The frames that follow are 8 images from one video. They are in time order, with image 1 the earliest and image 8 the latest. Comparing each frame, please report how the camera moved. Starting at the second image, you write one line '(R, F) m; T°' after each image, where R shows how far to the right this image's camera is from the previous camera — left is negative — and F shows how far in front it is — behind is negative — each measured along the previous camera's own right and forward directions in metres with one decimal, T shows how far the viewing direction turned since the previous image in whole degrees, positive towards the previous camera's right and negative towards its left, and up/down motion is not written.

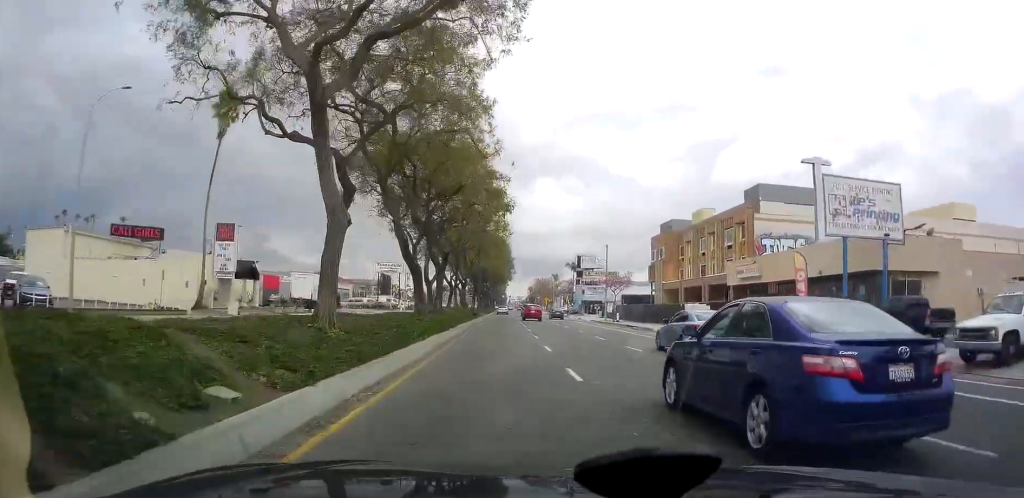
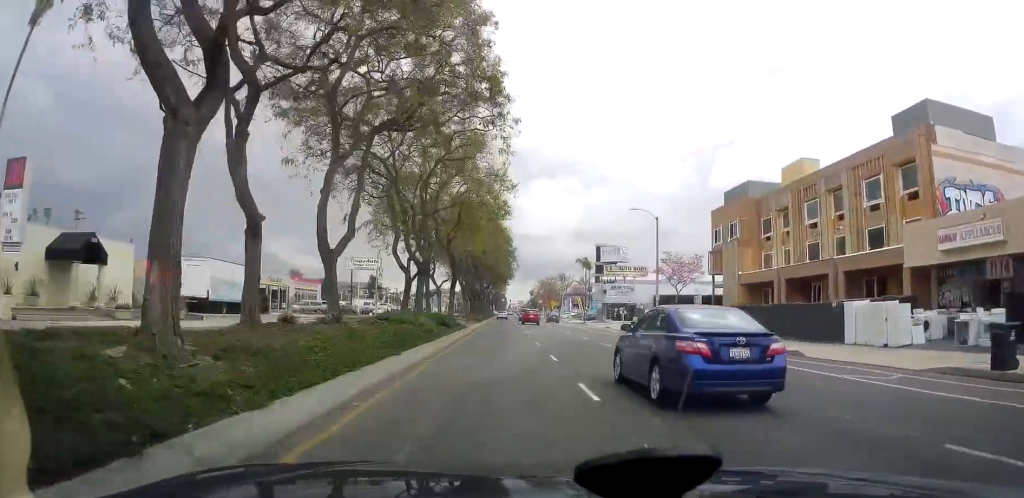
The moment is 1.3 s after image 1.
(0.0, +24.1) m; -1°
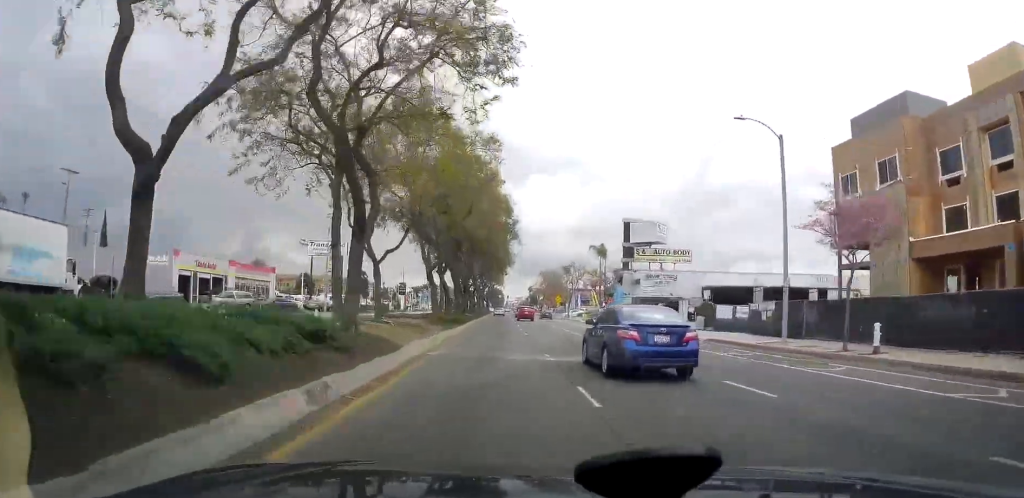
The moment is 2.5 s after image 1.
(-0.7, +23.0) m; -2°
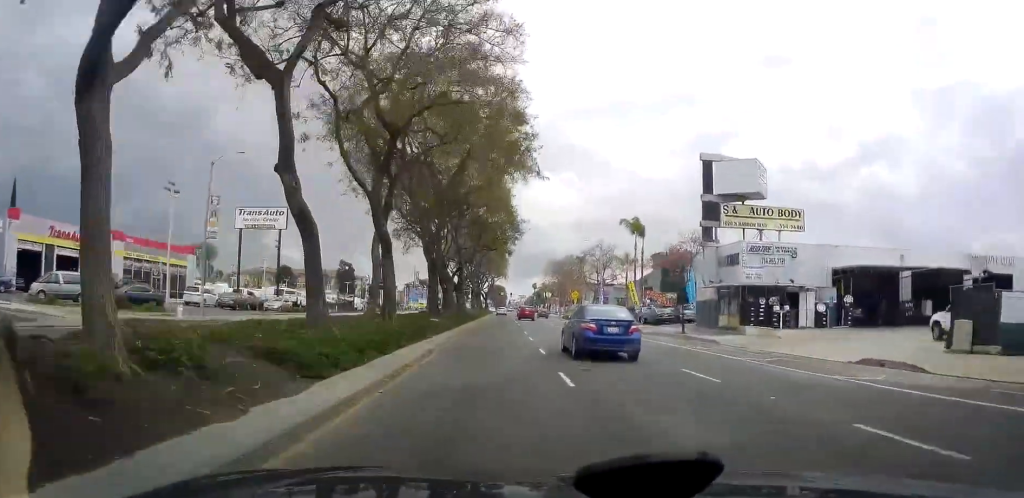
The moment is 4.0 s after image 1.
(+0.5, +26.9) m; +3°
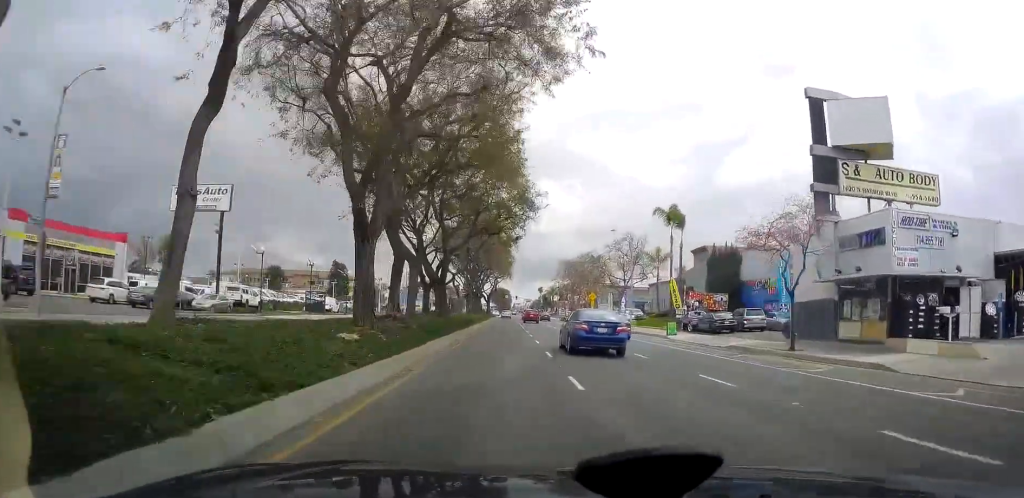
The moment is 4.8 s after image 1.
(0.0, +15.1) m; -2°
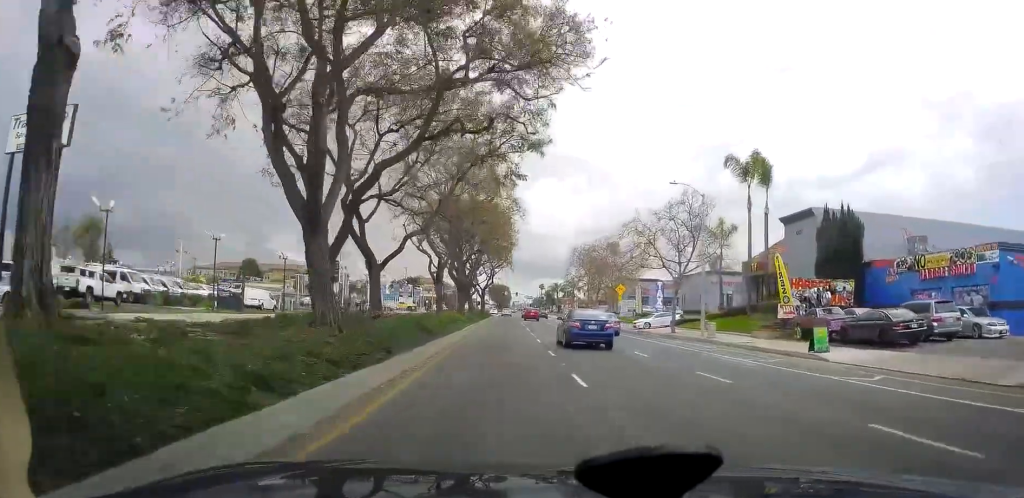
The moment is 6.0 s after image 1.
(-0.8, +21.5) m; 0°
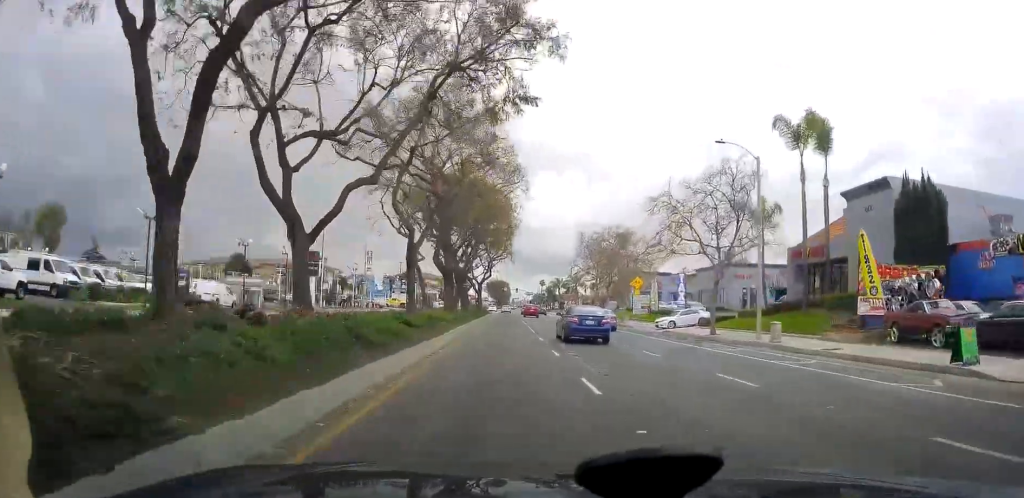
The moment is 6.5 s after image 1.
(+0.4, +8.8) m; +1°
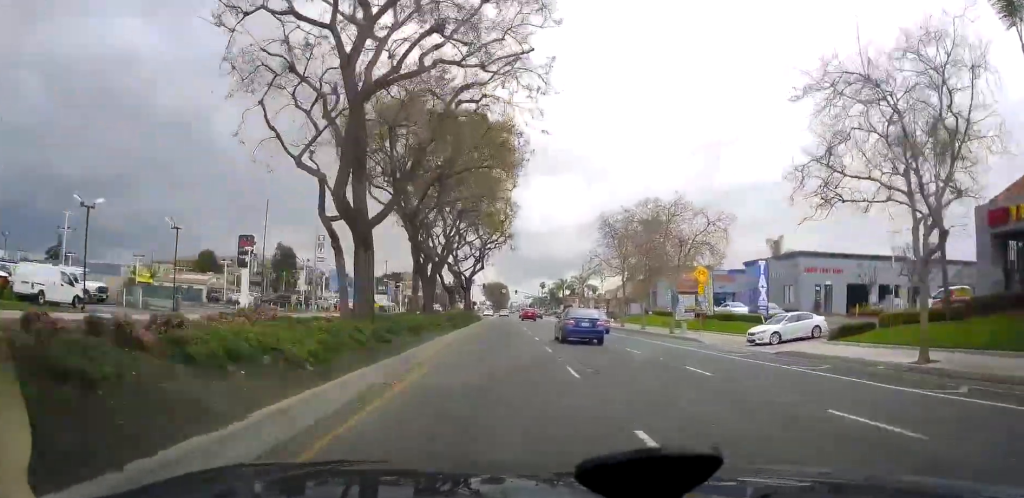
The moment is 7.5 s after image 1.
(+0.5, +19.8) m; +1°
